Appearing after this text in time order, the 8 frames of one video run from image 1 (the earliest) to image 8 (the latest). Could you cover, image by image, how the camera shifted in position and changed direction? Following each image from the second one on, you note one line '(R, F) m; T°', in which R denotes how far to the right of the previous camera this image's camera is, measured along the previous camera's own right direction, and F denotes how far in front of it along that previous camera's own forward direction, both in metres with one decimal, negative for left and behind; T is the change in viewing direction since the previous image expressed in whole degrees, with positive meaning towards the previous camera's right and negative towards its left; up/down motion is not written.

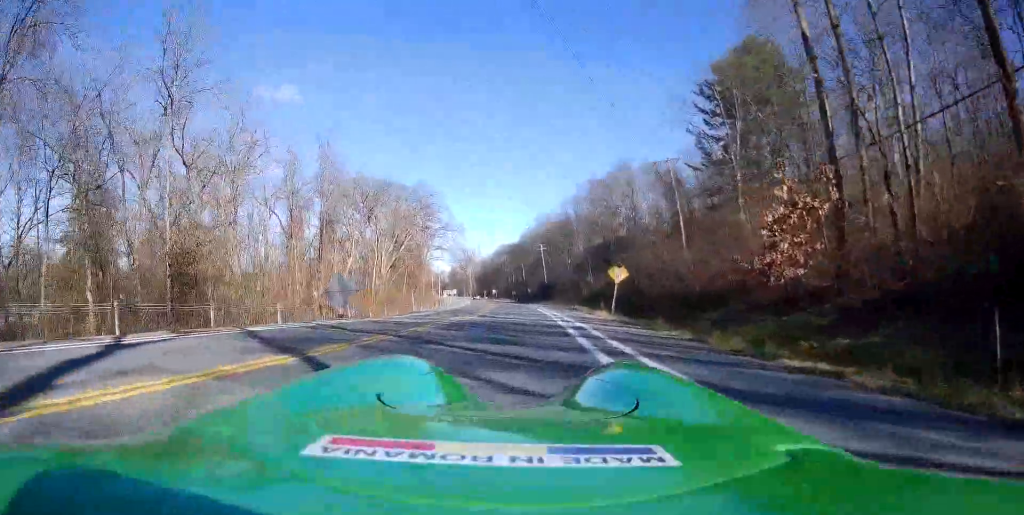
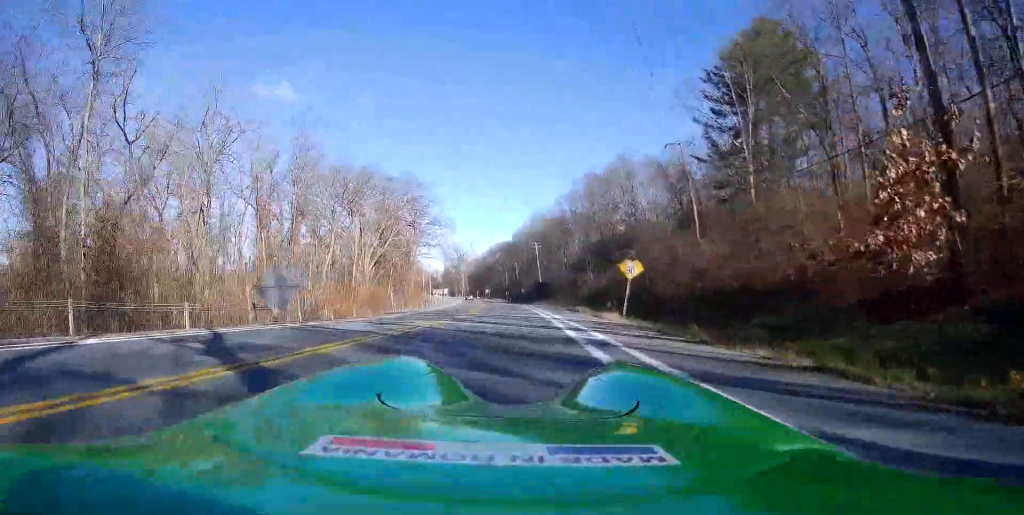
(+0.1, +5.7) m; -1°
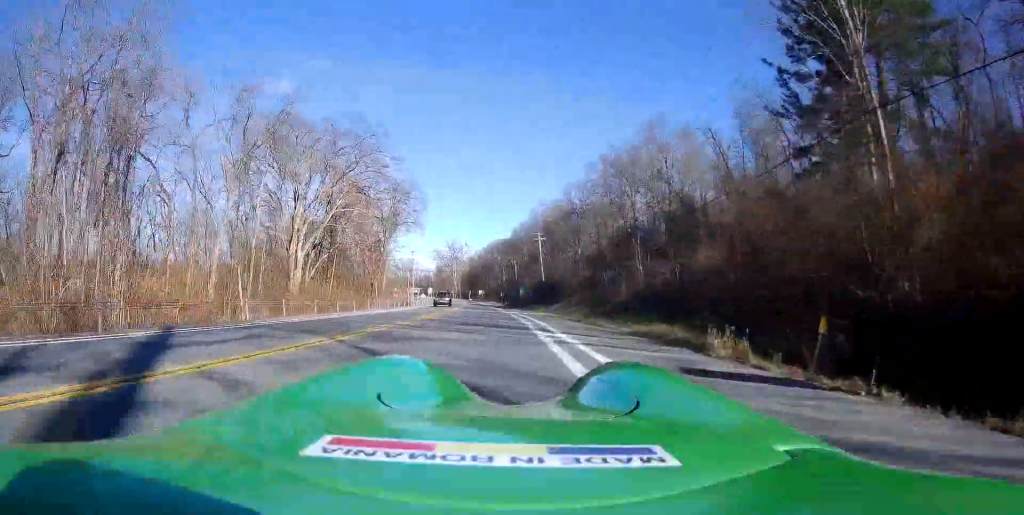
(+0.5, +24.7) m; 0°
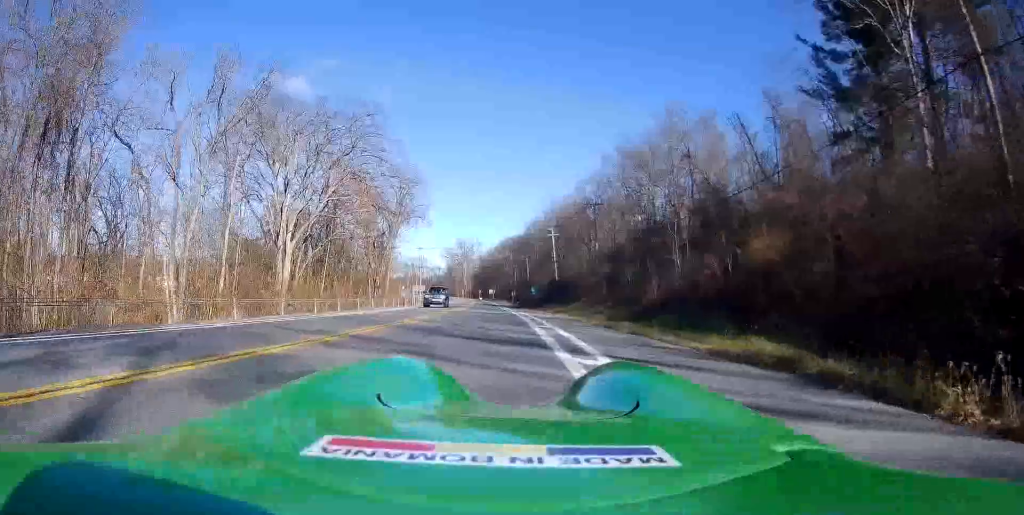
(-0.2, +5.9) m; -1°
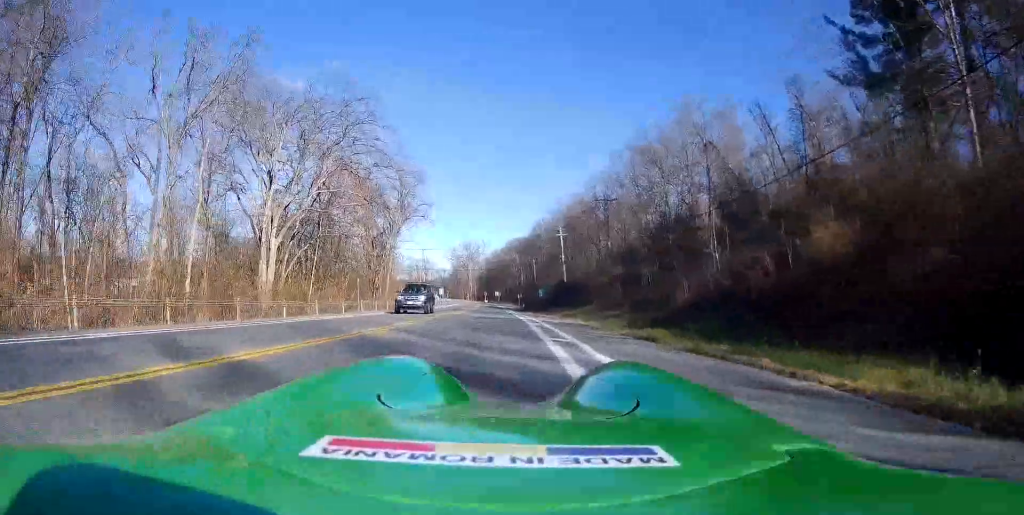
(+0.1, +4.6) m; 0°
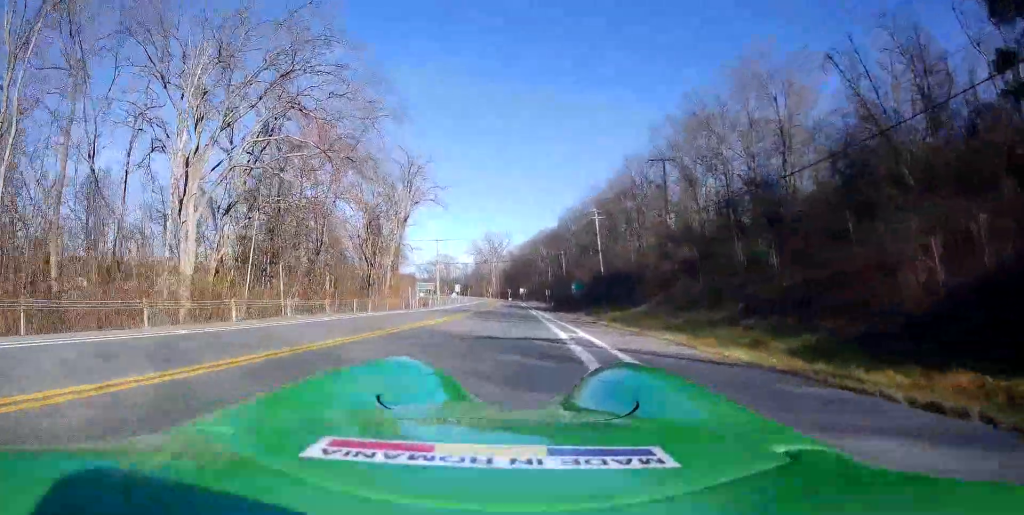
(-0.1, +16.0) m; -4°
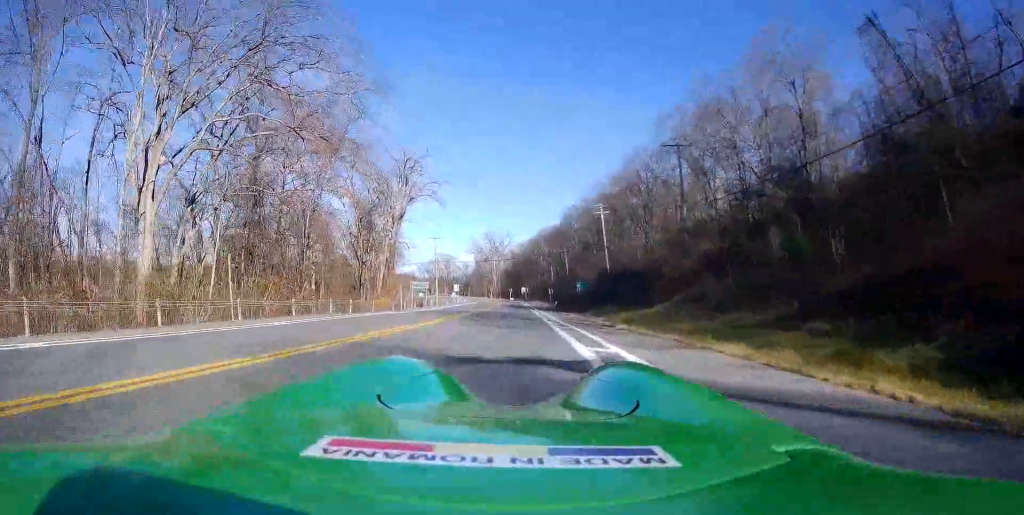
(-0.3, +4.2) m; 0°
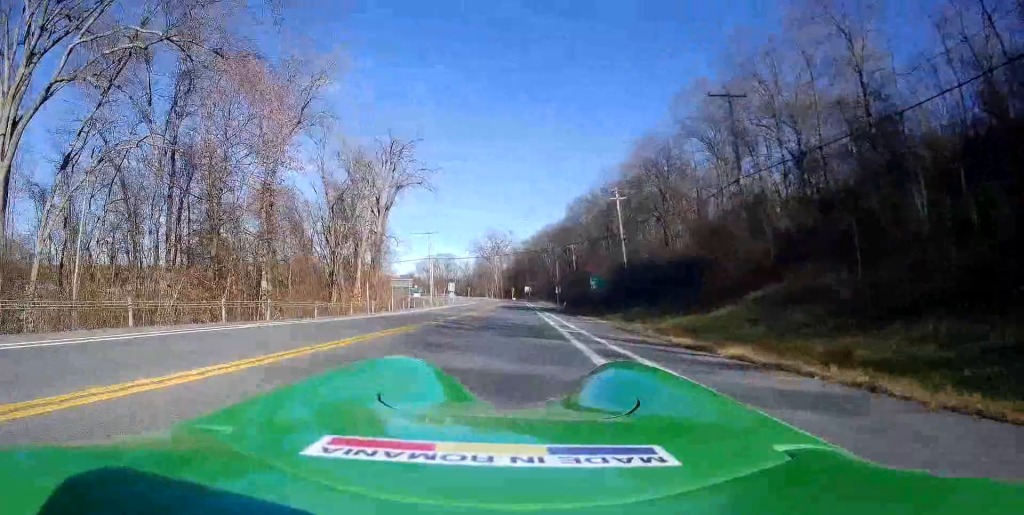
(+0.3, +11.0) m; 0°
